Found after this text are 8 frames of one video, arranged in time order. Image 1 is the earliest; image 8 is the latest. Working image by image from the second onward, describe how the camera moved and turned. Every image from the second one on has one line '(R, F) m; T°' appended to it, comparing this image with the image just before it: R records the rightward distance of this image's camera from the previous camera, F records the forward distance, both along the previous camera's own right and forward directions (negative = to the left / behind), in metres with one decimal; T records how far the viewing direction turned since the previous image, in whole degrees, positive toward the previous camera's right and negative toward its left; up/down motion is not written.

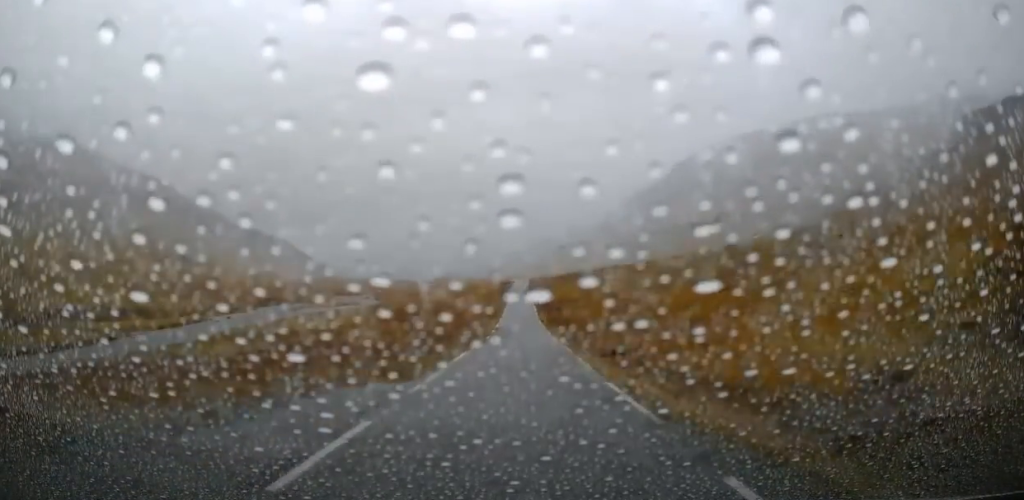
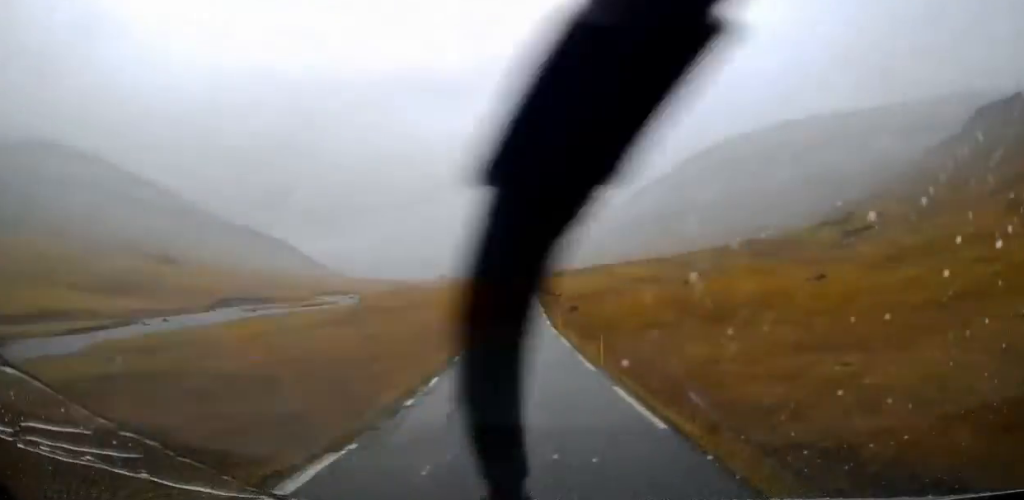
(+0.1, +19.0) m; 0°
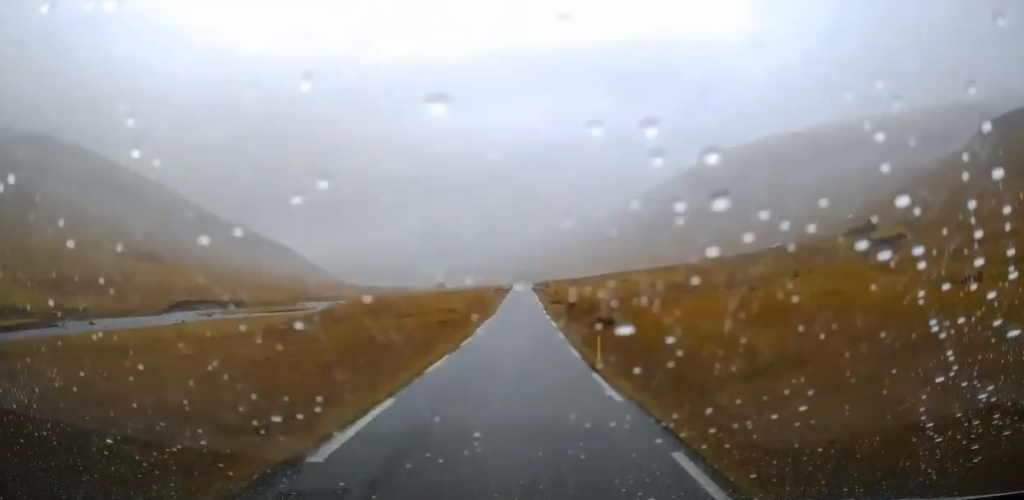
(-0.1, +15.9) m; 0°
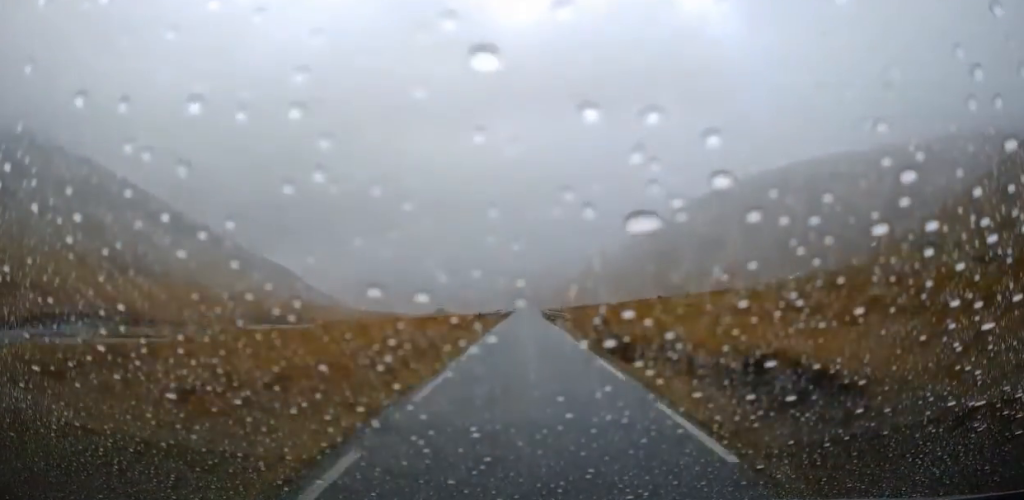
(-0.1, +38.1) m; 0°
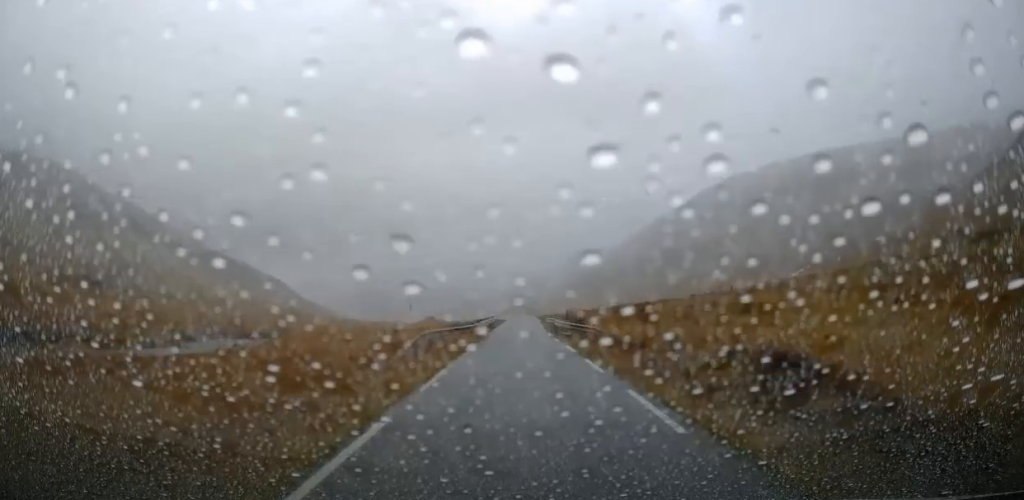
(0.0, +21.9) m; 0°
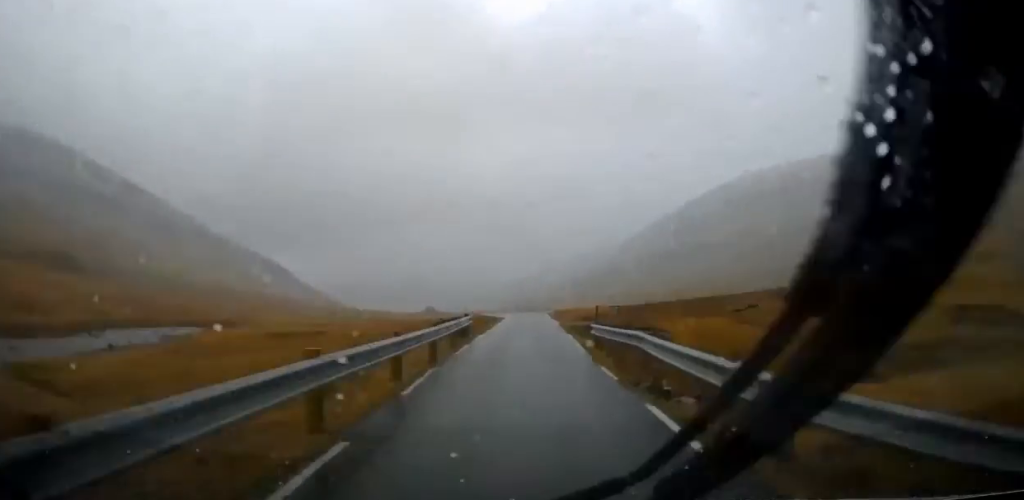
(-0.1, +25.6) m; 0°
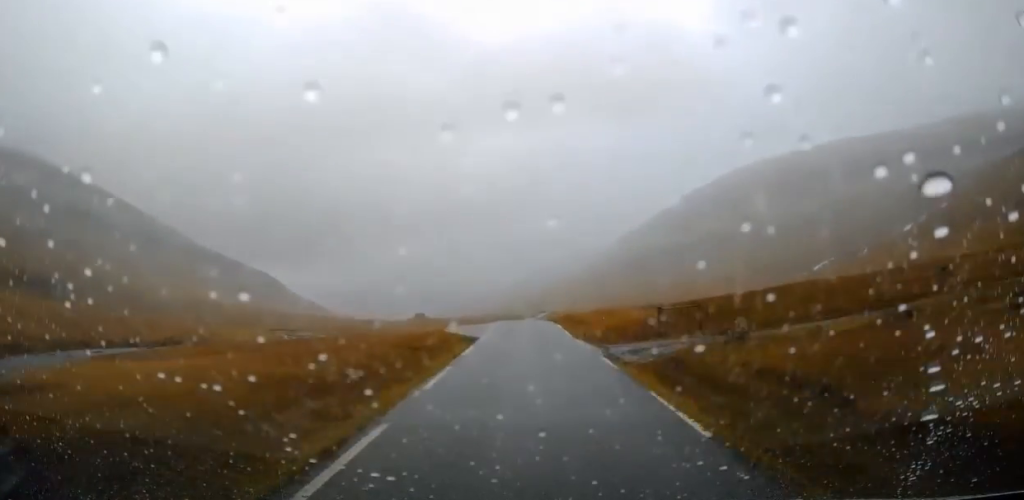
(0.0, +23.0) m; +1°
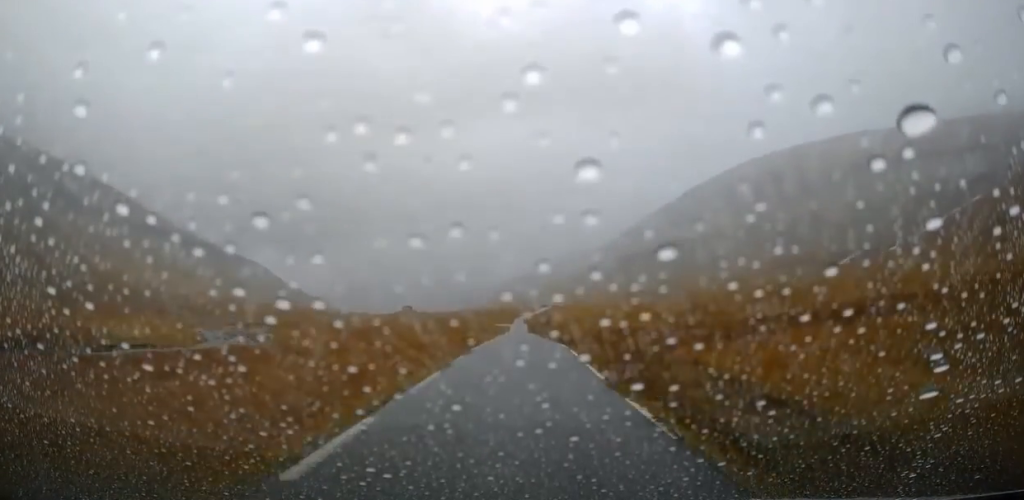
(+0.6, +48.7) m; 0°
